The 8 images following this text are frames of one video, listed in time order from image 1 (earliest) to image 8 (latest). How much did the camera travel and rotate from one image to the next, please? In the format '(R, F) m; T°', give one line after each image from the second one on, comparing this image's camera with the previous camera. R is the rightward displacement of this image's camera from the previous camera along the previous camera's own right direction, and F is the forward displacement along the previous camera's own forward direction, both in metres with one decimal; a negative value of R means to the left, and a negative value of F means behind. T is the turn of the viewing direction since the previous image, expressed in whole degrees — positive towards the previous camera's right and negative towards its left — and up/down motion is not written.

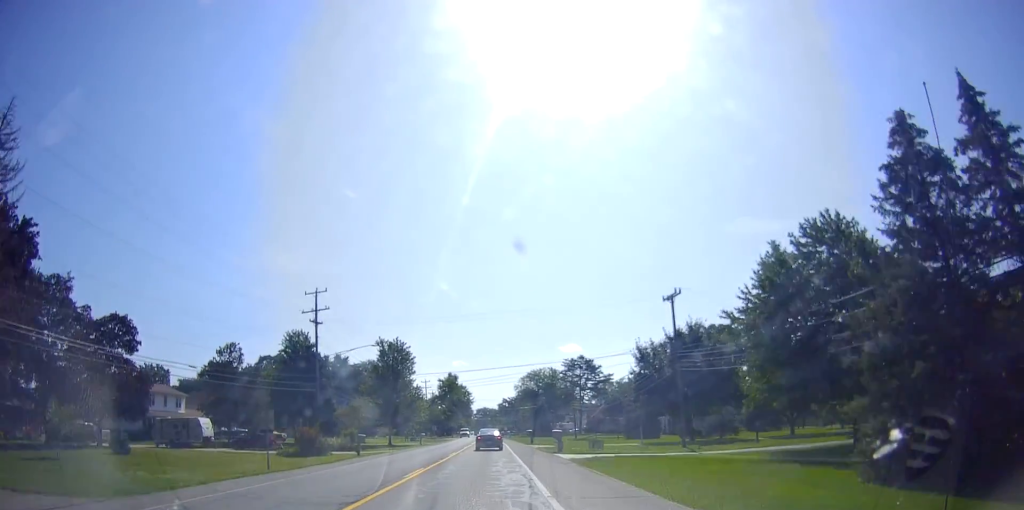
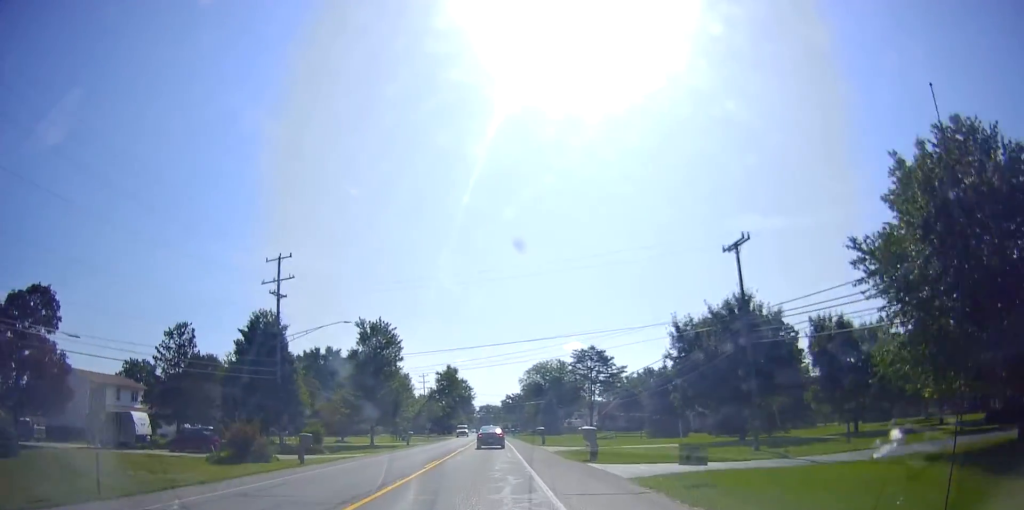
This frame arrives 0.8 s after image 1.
(-0.3, +11.5) m; -1°
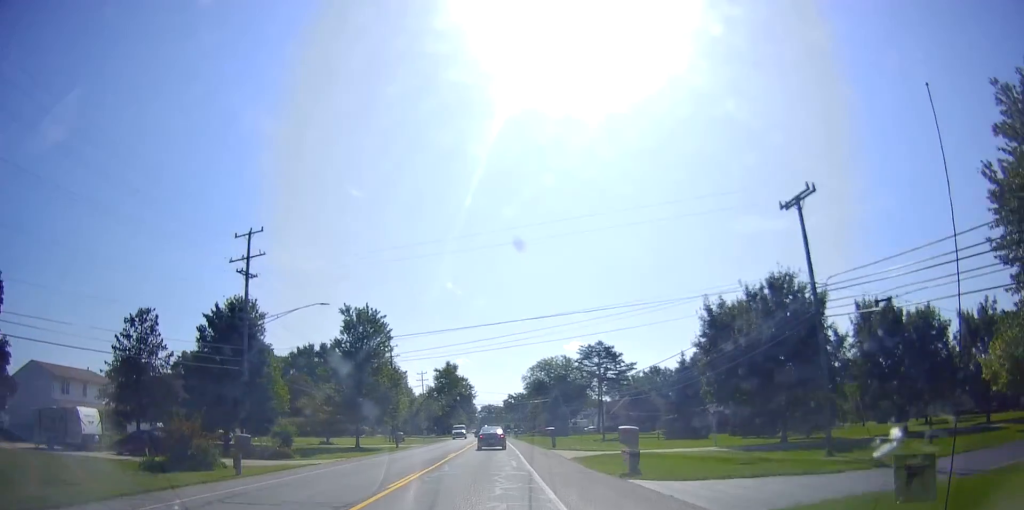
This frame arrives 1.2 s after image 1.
(+0.1, +6.9) m; 0°
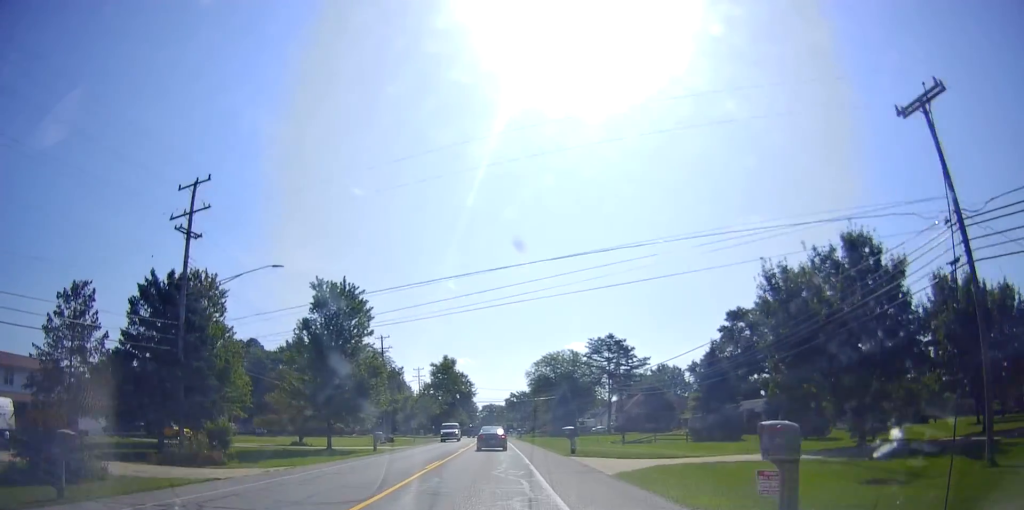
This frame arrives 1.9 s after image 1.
(0.0, +9.2) m; 0°
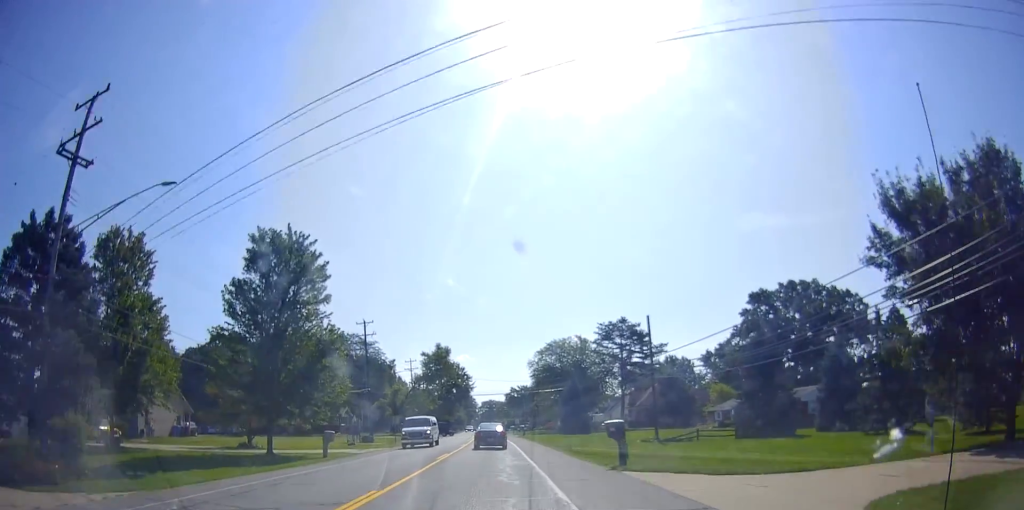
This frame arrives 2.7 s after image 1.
(0.0, +11.4) m; -1°
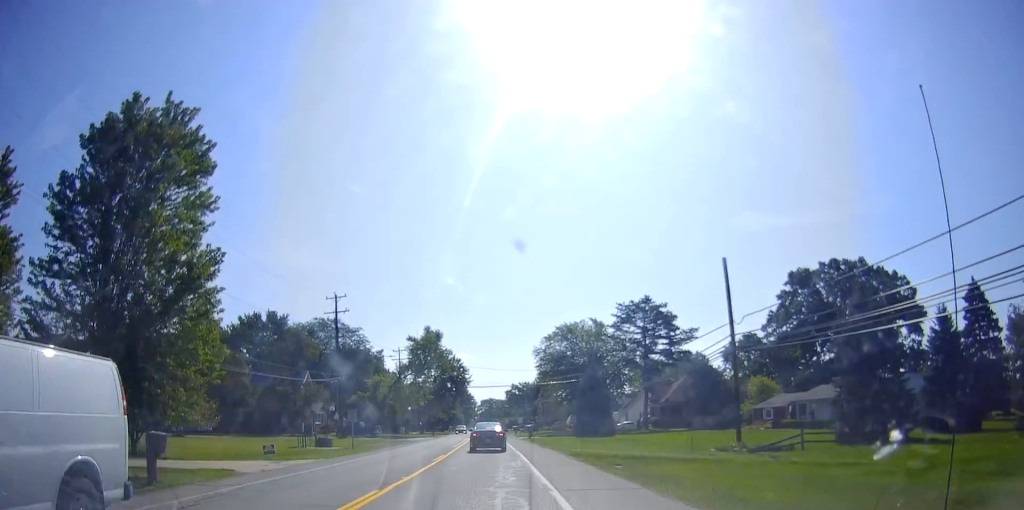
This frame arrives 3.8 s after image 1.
(-0.2, +15.2) m; 0°
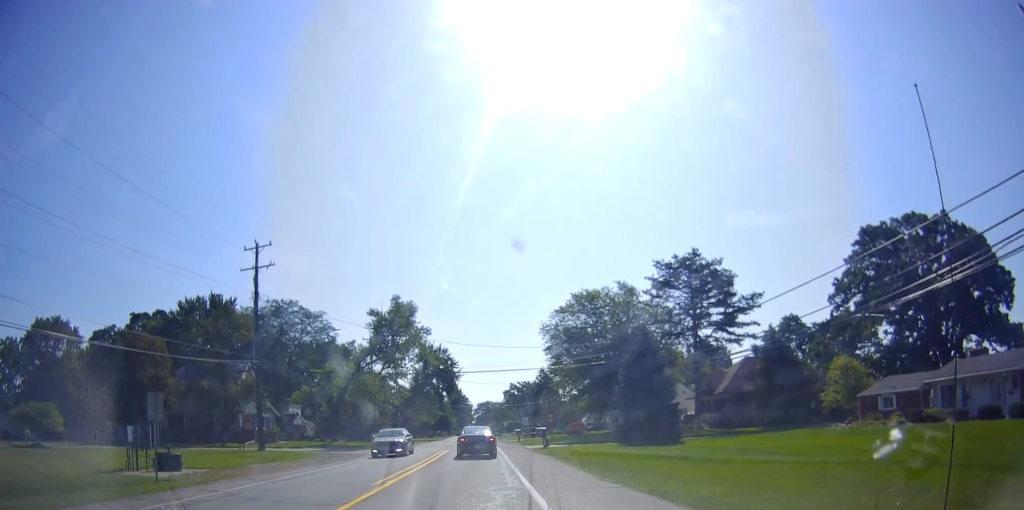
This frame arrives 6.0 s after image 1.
(+0.4, +24.0) m; 0°
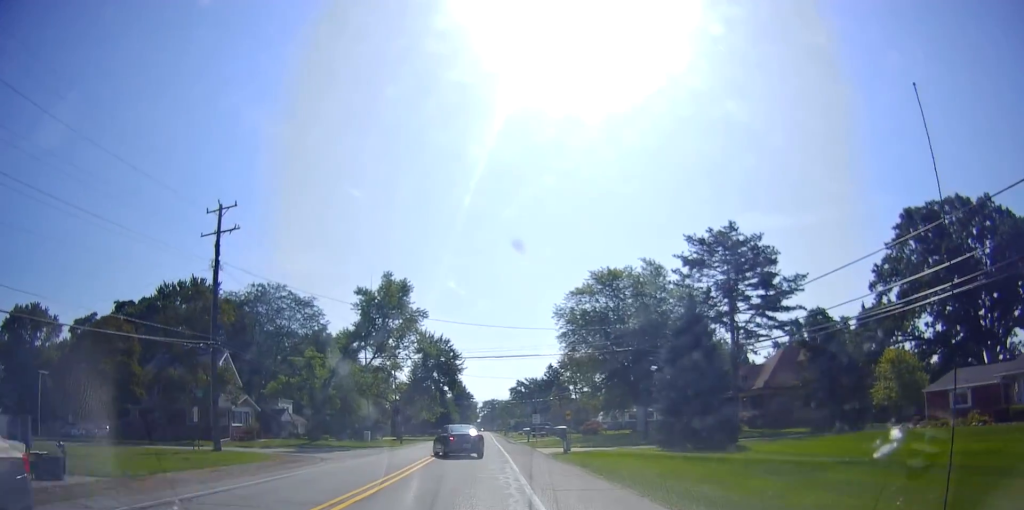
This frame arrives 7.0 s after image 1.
(-0.1, +9.1) m; 0°
